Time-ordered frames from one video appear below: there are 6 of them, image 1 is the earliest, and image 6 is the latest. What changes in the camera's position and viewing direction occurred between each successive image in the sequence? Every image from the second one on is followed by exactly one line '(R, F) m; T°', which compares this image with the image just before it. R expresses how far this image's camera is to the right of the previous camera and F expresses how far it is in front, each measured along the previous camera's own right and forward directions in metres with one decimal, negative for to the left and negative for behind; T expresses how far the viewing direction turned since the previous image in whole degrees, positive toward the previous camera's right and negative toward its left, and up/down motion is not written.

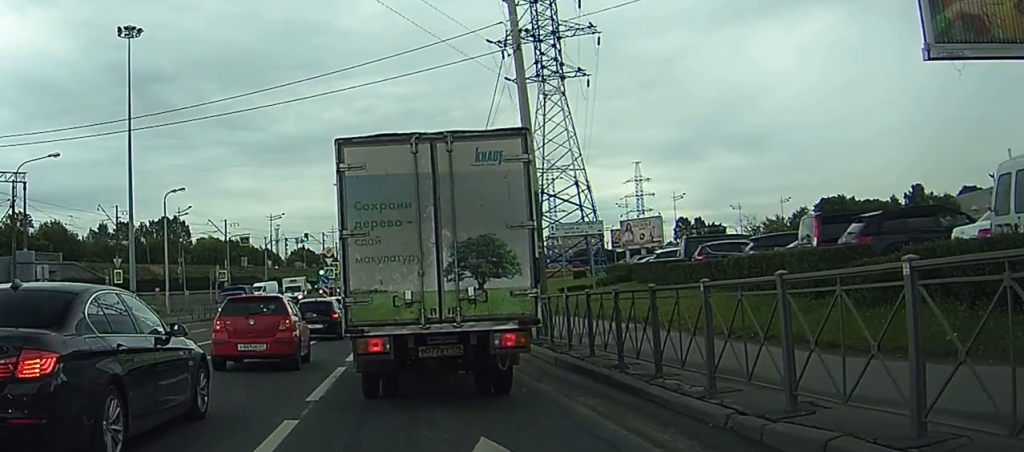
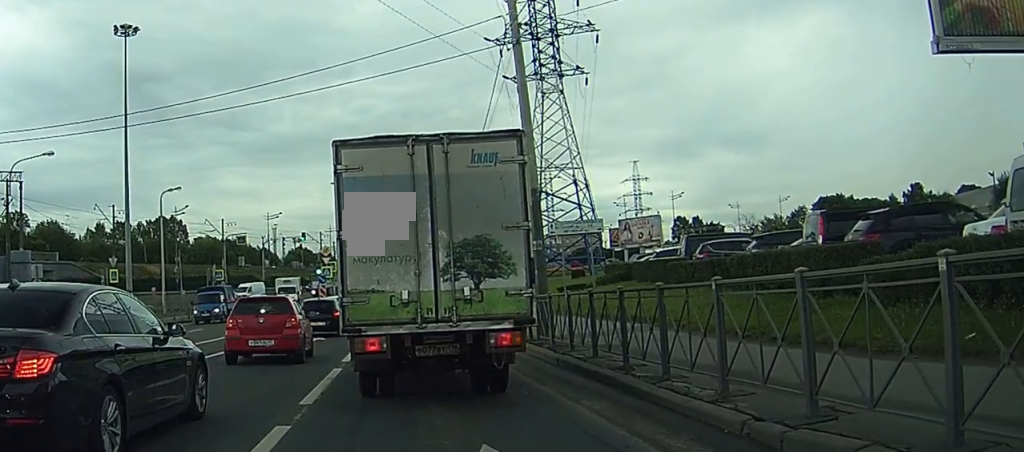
(+0.1, +0.4) m; 0°
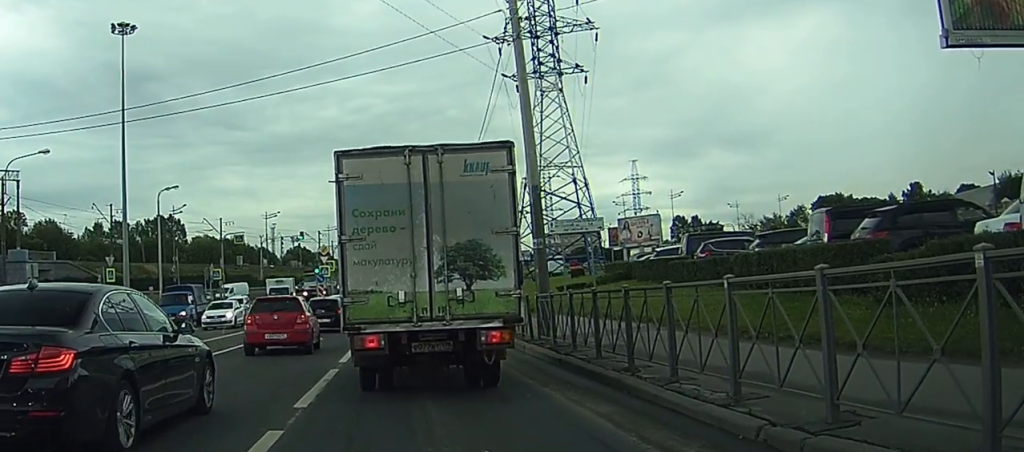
(+0.1, +0.4) m; 0°
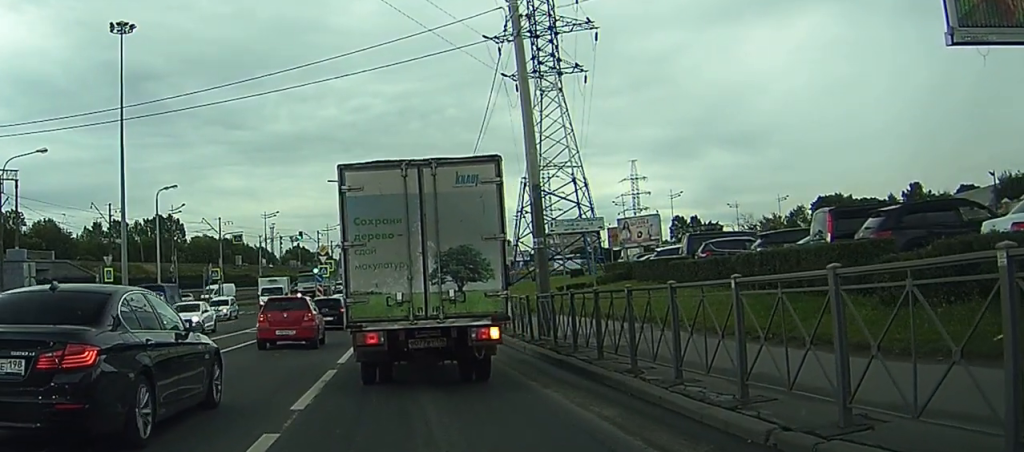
(+0.1, +0.2) m; 0°
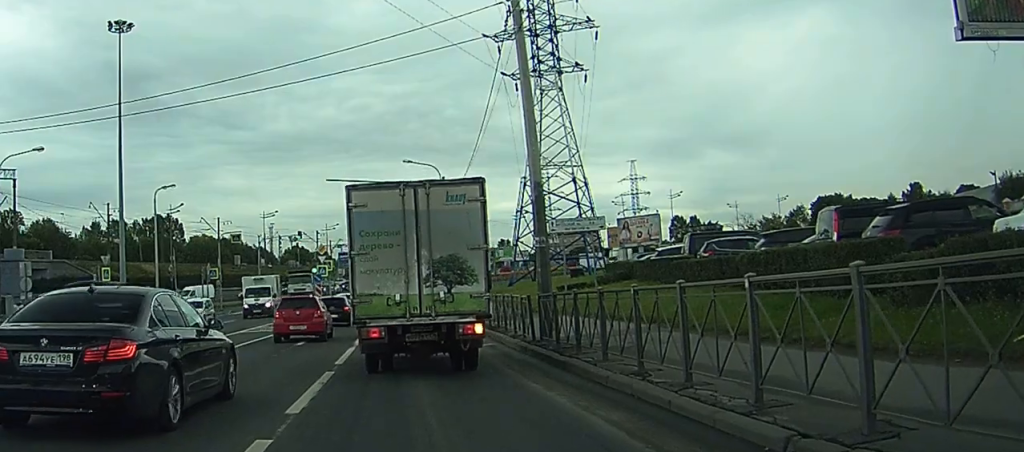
(+0.1, +0.4) m; 0°
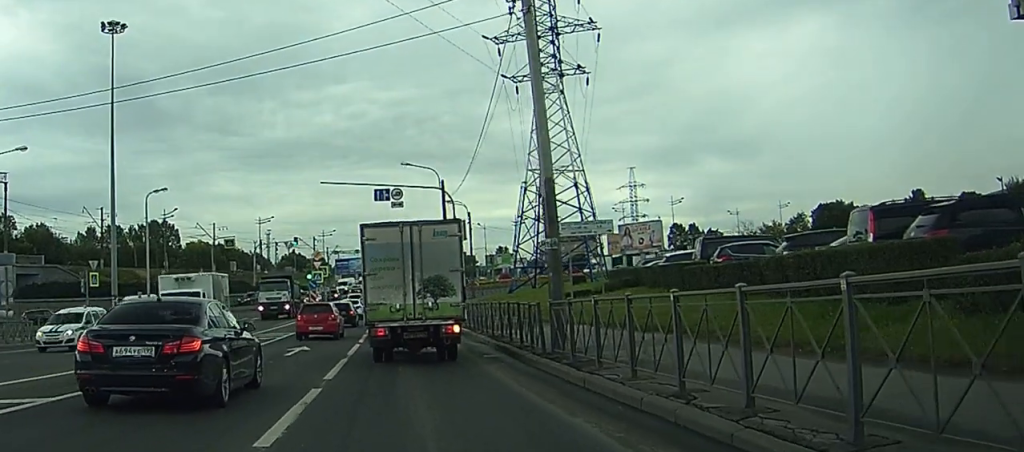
(+0.2, +1.6) m; -2°
